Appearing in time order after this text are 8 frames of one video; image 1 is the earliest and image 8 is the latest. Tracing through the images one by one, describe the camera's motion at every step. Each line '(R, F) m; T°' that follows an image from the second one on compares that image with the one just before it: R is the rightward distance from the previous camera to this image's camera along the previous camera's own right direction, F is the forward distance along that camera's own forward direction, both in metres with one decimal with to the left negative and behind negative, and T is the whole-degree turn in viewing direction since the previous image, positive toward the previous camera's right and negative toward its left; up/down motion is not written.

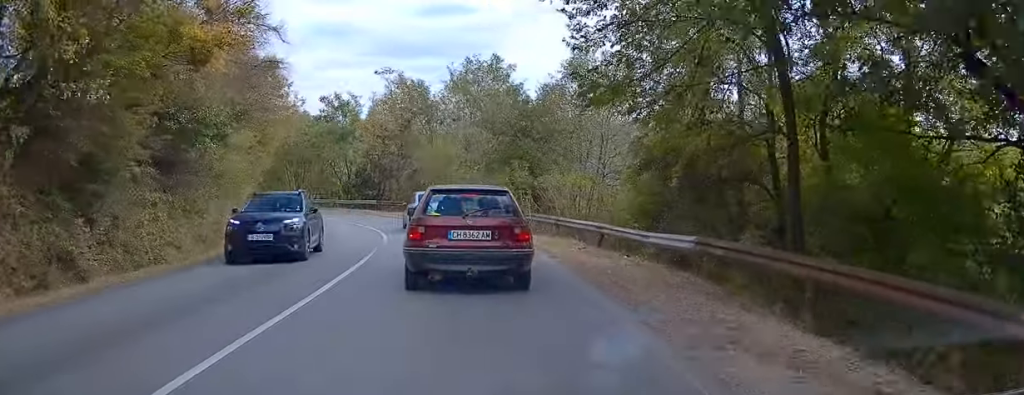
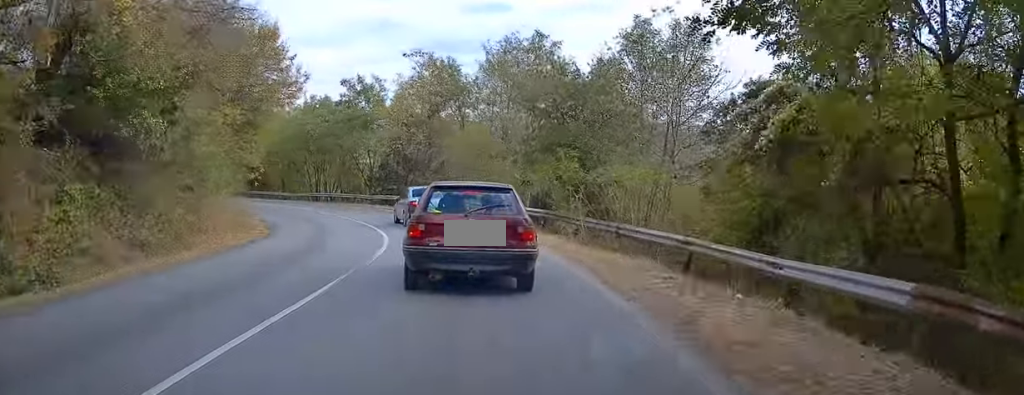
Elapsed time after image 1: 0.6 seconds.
(-0.3, +5.9) m; -6°
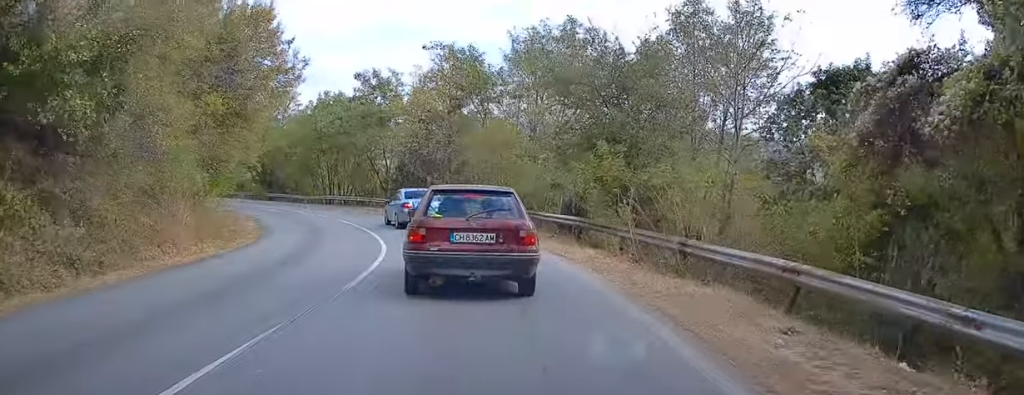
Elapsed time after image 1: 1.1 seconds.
(-0.2, +4.0) m; -3°
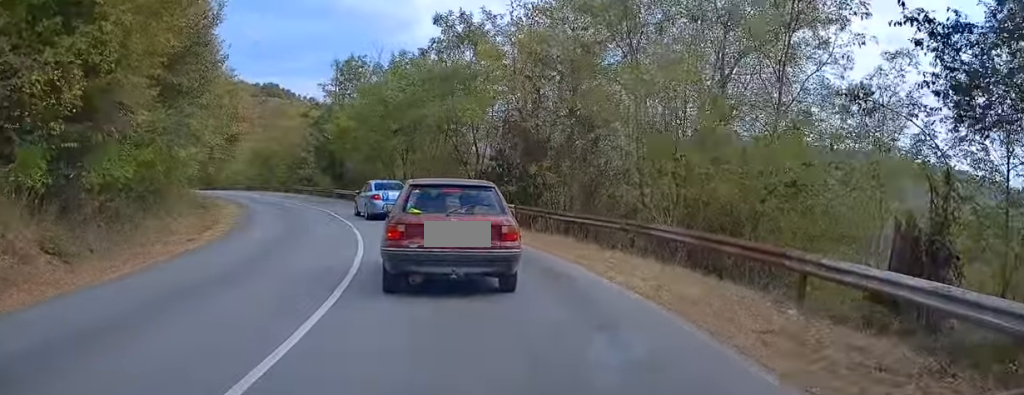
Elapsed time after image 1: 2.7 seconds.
(-1.6, +15.4) m; -9°
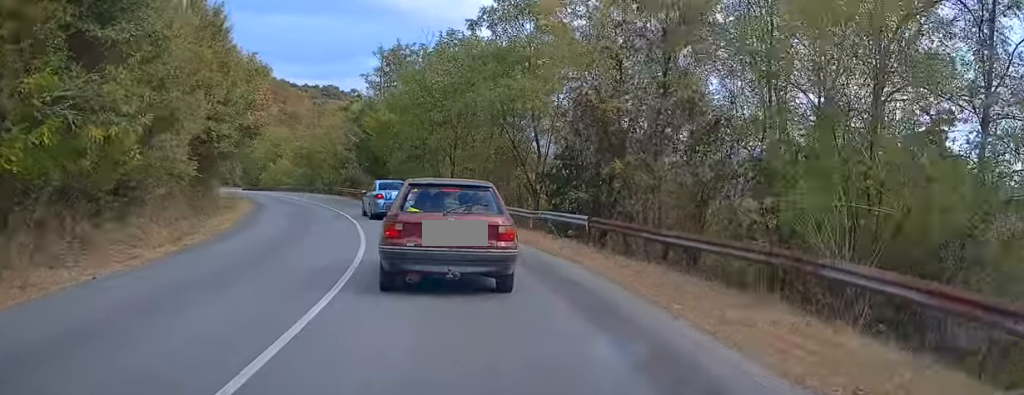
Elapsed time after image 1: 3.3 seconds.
(-0.1, +6.3) m; -3°
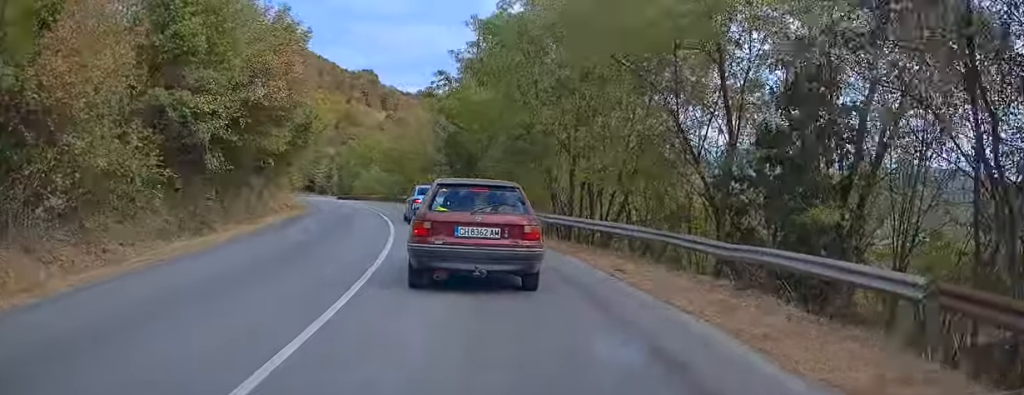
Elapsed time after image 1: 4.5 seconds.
(-0.8, +11.6) m; -8°
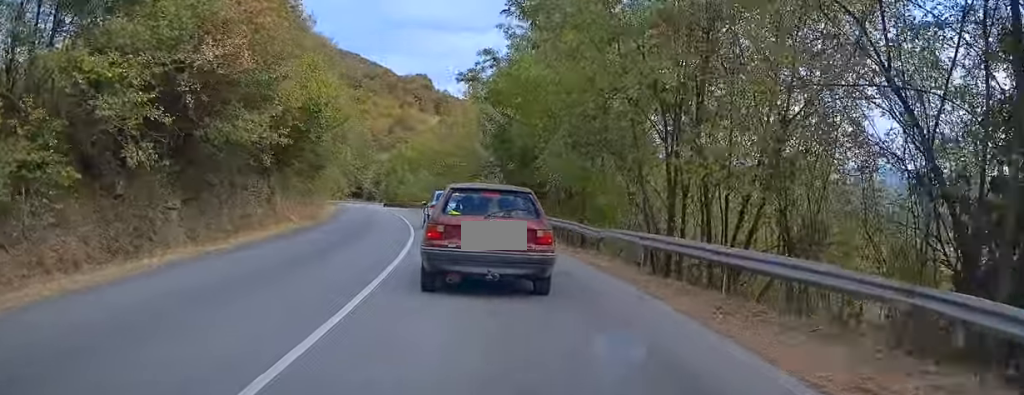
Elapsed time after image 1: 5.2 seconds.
(-0.4, +7.4) m; -6°
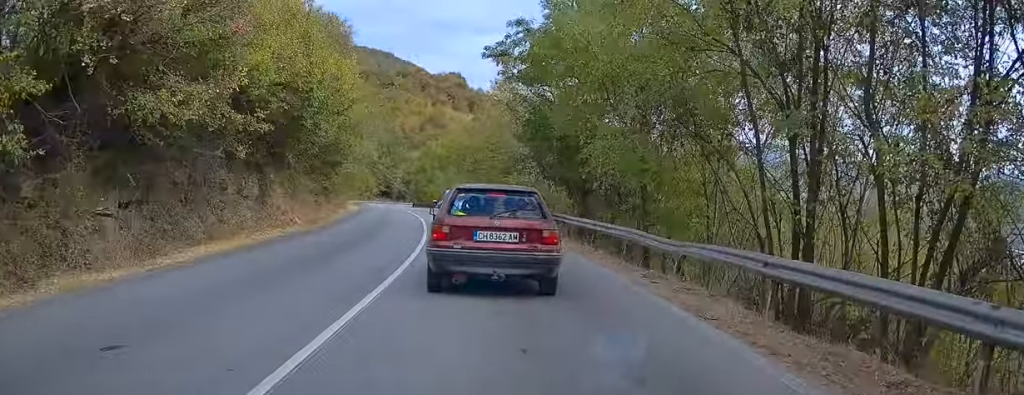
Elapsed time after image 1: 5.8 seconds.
(+0.1, +5.4) m; -4°
